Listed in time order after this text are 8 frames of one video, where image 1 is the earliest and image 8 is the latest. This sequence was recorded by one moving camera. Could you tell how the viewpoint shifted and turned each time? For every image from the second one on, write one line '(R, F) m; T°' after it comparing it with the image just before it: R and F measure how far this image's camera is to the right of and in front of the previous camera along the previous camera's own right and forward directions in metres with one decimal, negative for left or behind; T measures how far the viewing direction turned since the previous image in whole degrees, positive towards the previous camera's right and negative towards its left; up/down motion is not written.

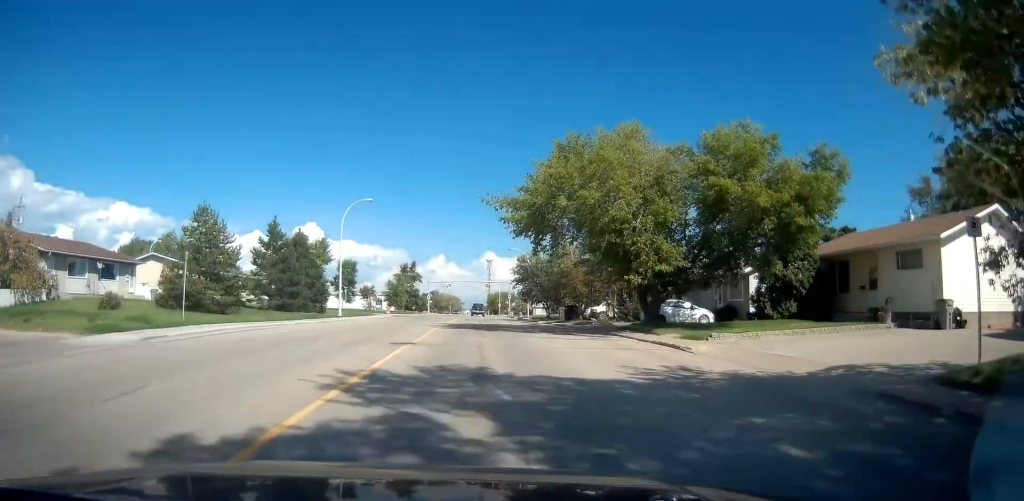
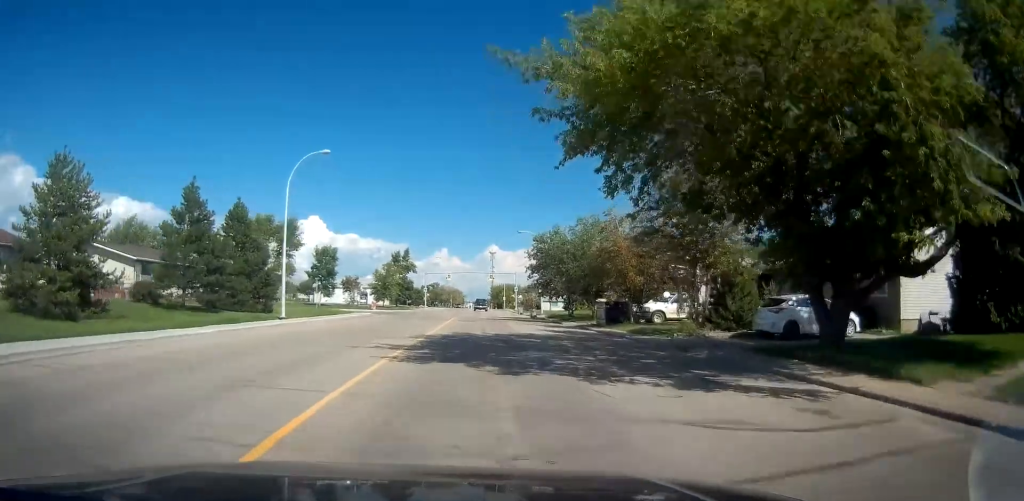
(+0.1, +13.9) m; 0°
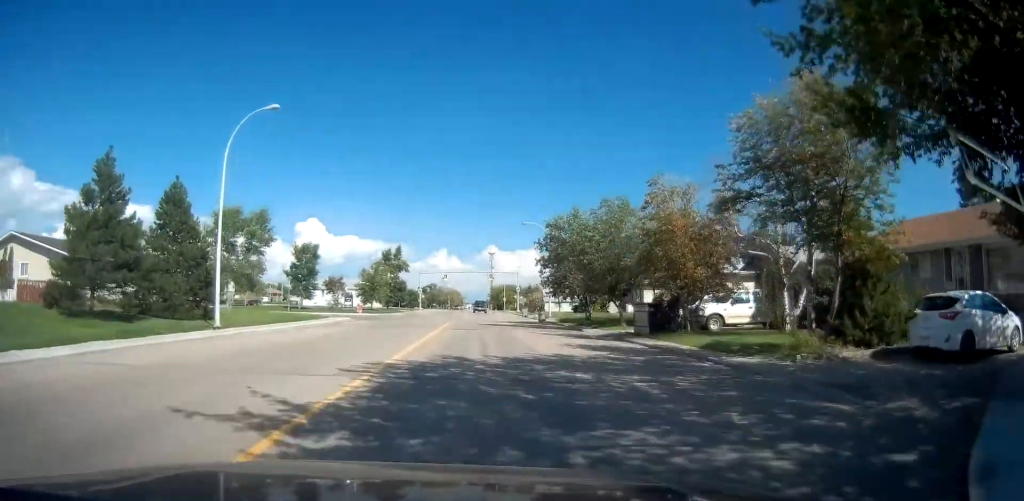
(+0.1, +8.2) m; 0°
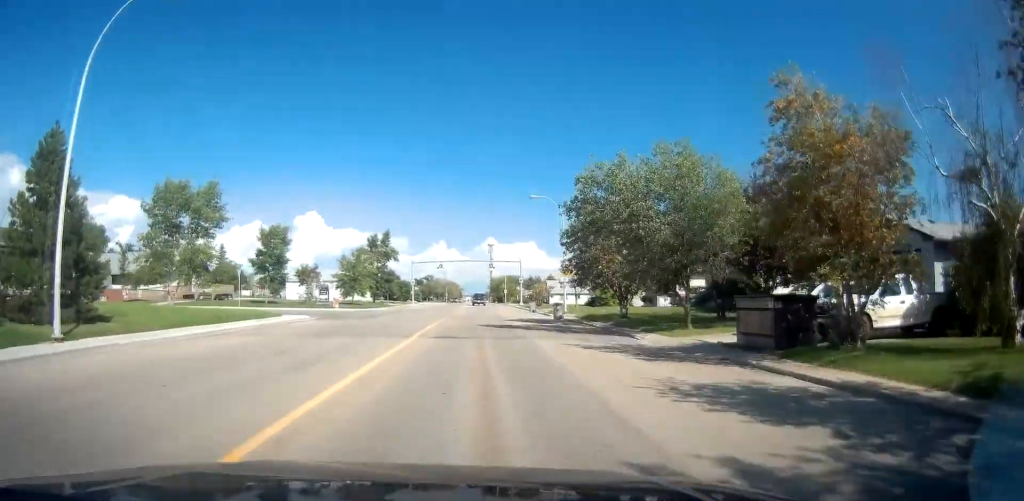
(-0.2, +10.3) m; -1°
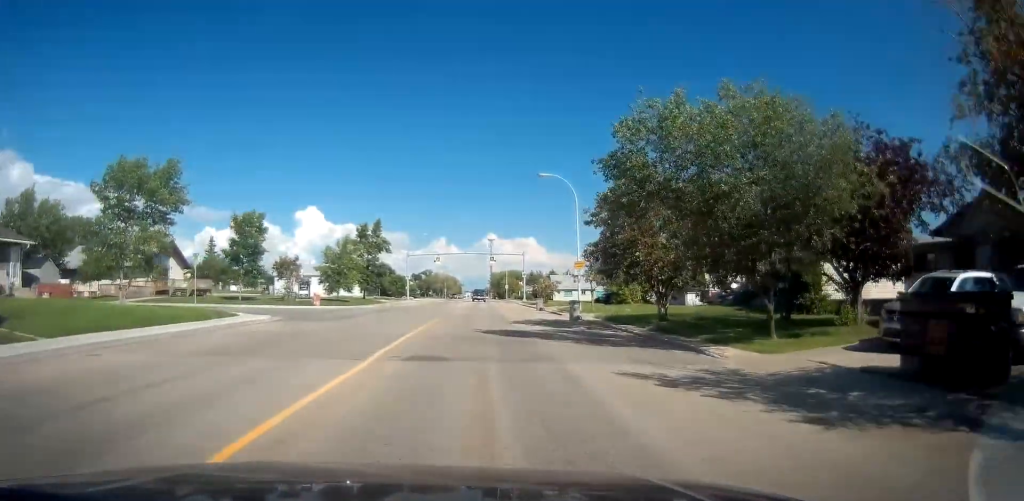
(0.0, +6.5) m; 0°
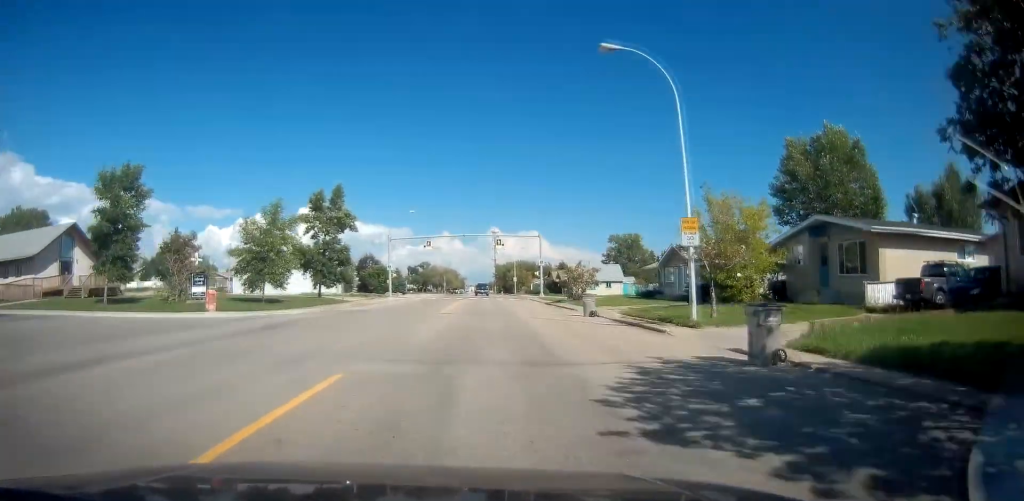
(0.0, +20.3) m; 0°
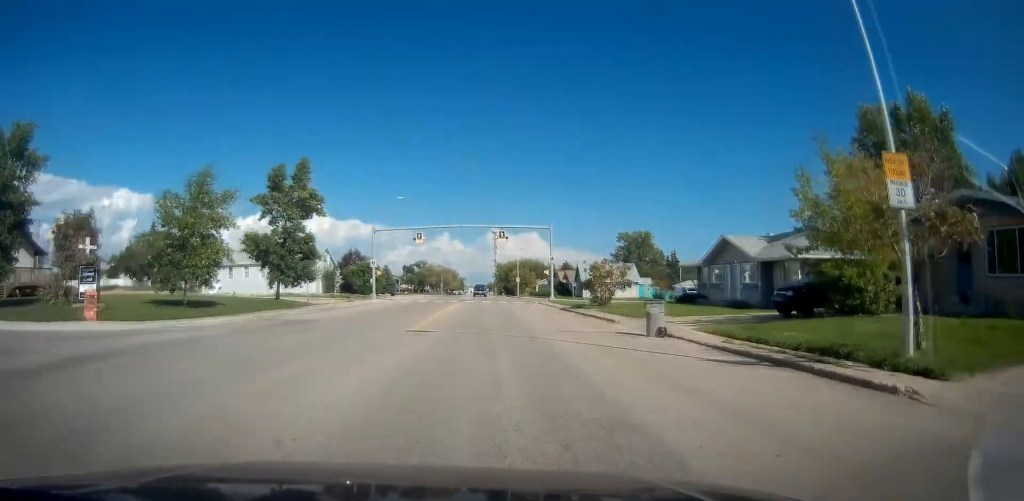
(0.0, +10.3) m; 0°
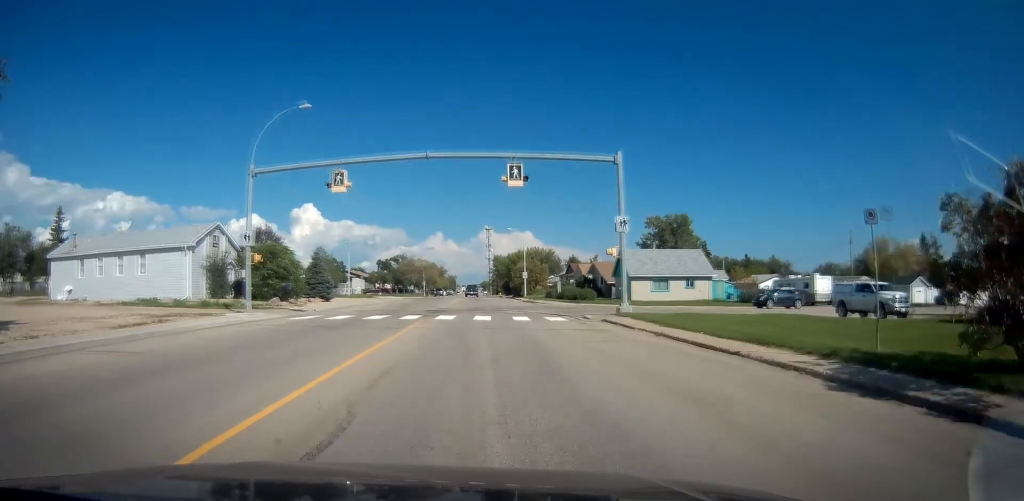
(+0.3, +31.4) m; +2°
